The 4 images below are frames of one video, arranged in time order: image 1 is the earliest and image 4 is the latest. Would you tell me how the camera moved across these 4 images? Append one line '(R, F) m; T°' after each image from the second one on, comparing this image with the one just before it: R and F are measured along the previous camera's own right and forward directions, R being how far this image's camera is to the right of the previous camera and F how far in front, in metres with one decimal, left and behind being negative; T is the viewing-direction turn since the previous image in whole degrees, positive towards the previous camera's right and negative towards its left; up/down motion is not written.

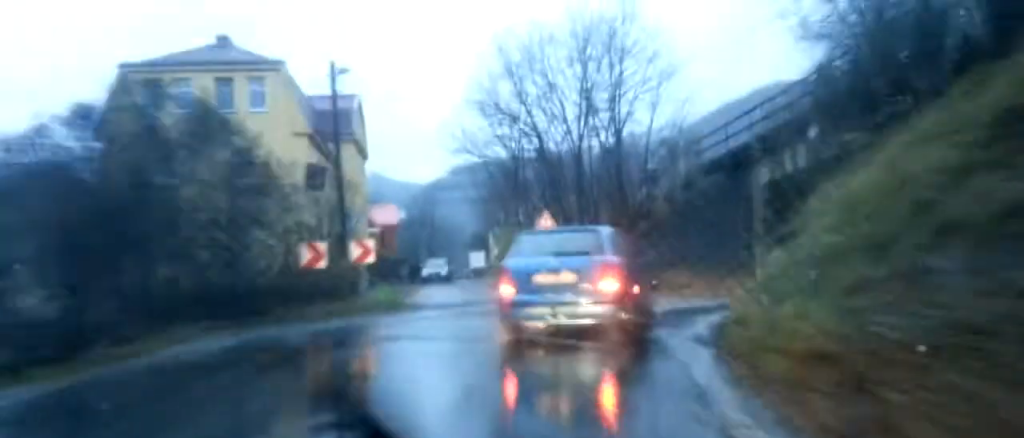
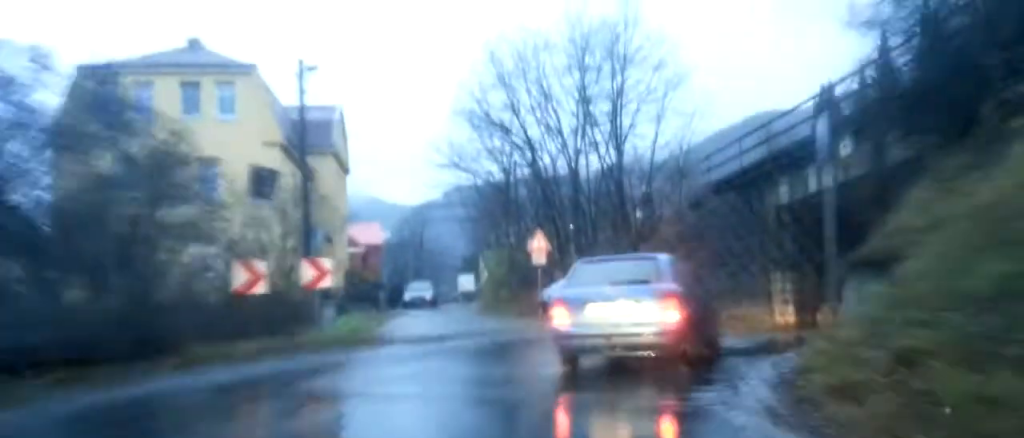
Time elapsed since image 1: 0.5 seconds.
(+0.1, +3.6) m; +1°
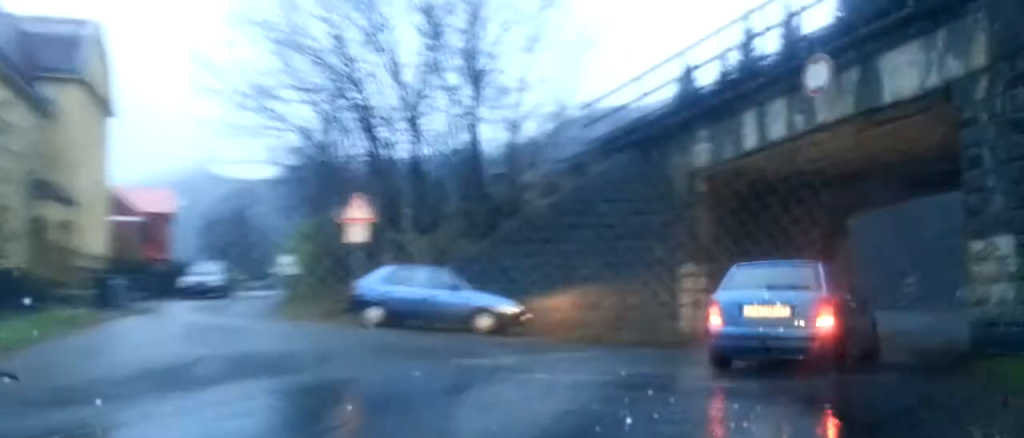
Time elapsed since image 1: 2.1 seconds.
(+0.2, +10.0) m; +3°
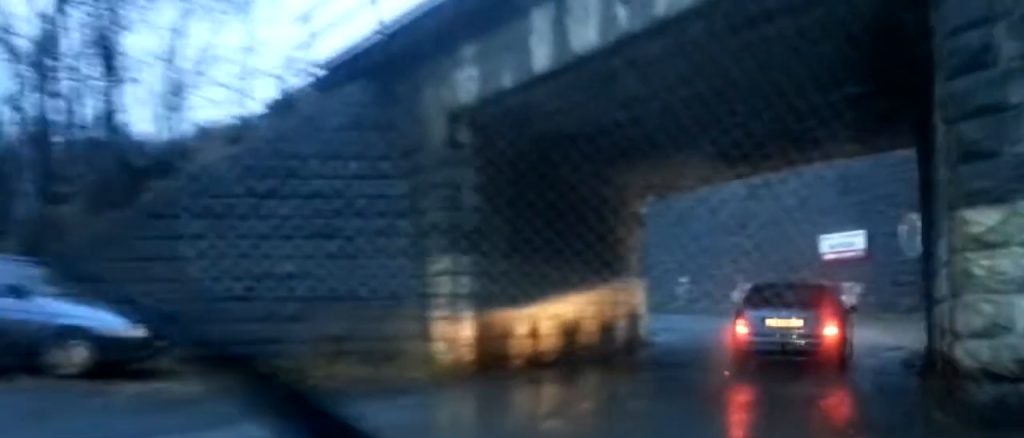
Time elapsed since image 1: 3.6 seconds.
(+0.6, +6.6) m; +15°
